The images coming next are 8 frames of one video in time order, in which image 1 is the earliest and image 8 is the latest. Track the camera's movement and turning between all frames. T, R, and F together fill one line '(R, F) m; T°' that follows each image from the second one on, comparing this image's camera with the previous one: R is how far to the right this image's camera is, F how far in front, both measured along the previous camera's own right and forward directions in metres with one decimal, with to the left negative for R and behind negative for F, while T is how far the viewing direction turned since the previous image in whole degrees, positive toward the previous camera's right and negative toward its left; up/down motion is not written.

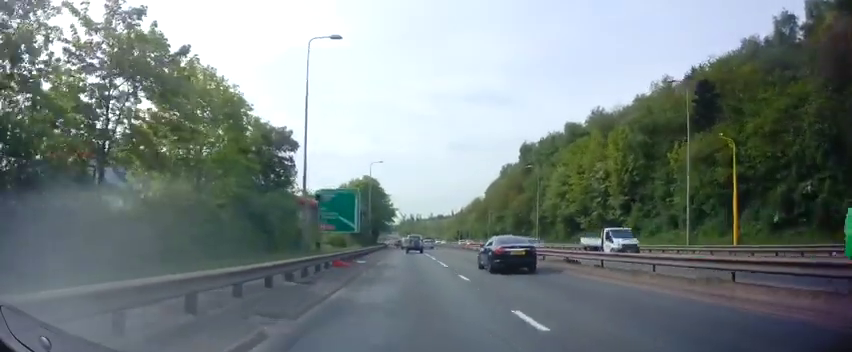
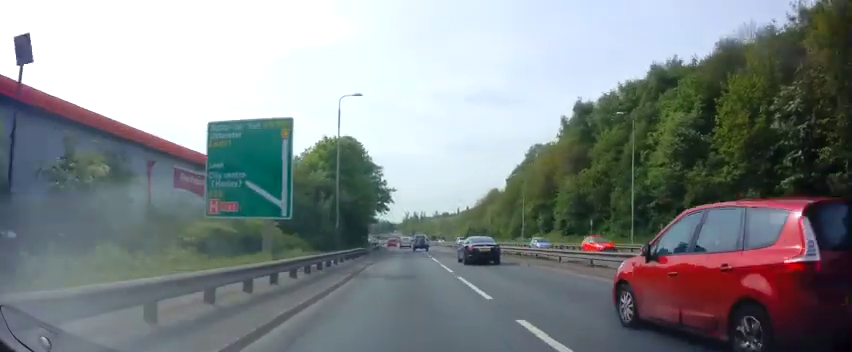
(-0.6, +30.9) m; -1°
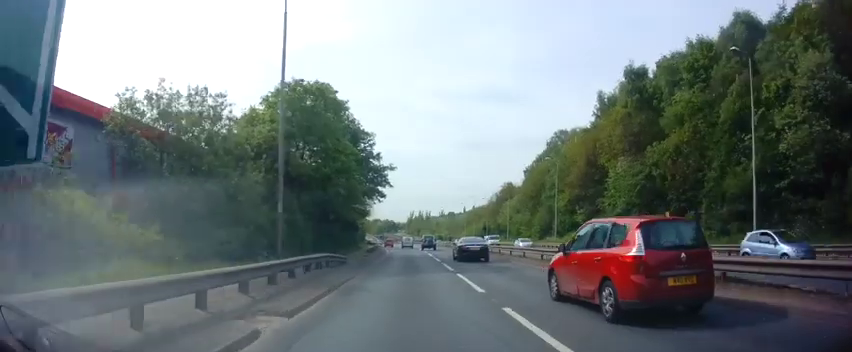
(+0.3, +16.5) m; 0°
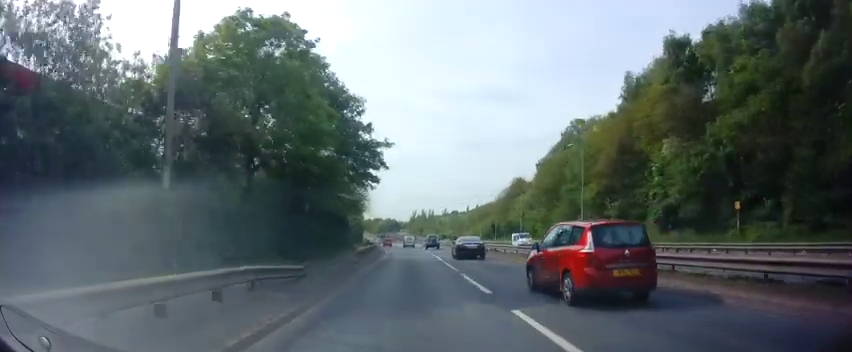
(-0.1, +9.5) m; 0°
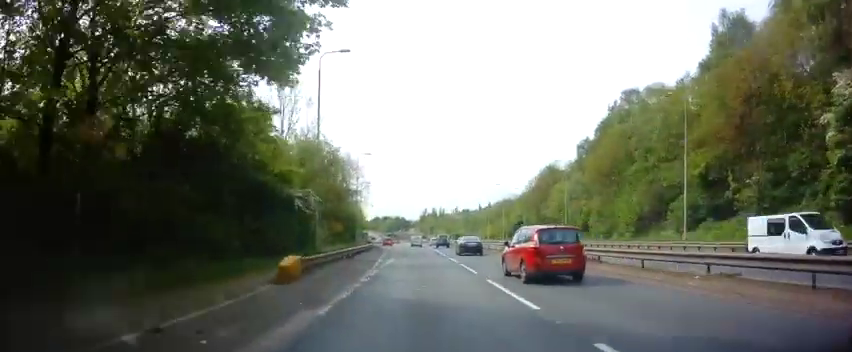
(-0.1, +21.4) m; -1°
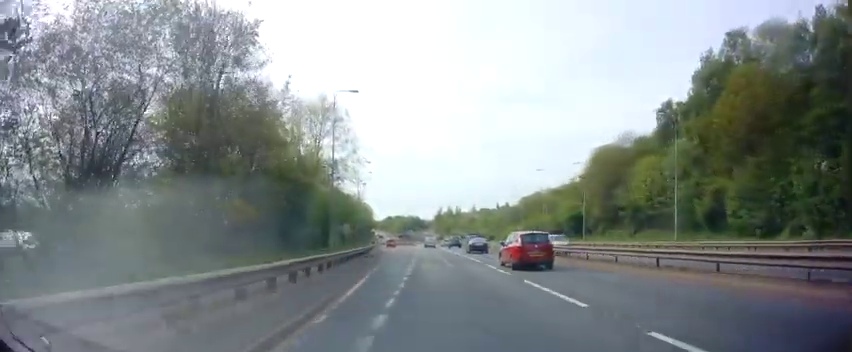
(-0.7, +27.0) m; -3°
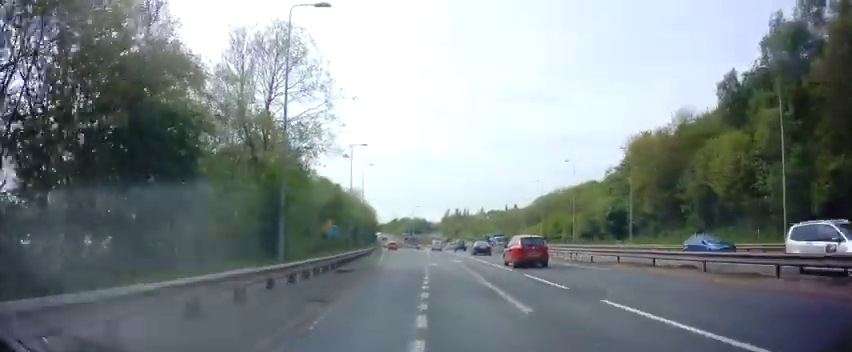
(0.0, +14.0) m; 0°
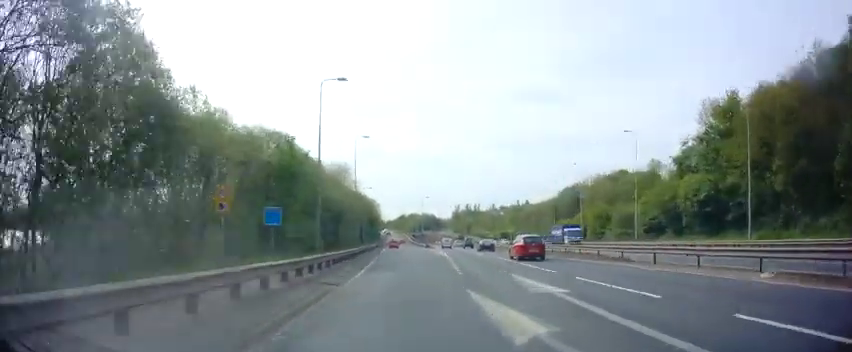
(0.0, +21.2) m; 0°
